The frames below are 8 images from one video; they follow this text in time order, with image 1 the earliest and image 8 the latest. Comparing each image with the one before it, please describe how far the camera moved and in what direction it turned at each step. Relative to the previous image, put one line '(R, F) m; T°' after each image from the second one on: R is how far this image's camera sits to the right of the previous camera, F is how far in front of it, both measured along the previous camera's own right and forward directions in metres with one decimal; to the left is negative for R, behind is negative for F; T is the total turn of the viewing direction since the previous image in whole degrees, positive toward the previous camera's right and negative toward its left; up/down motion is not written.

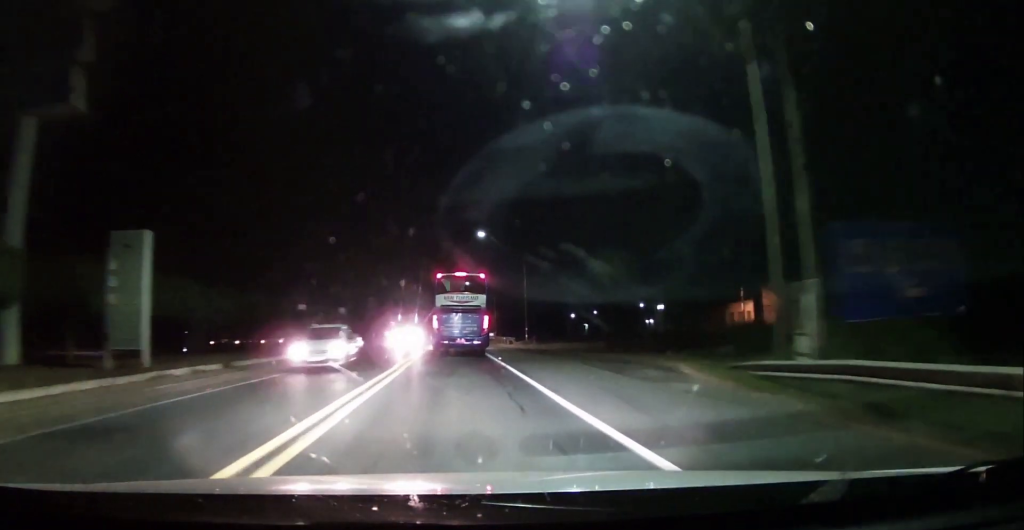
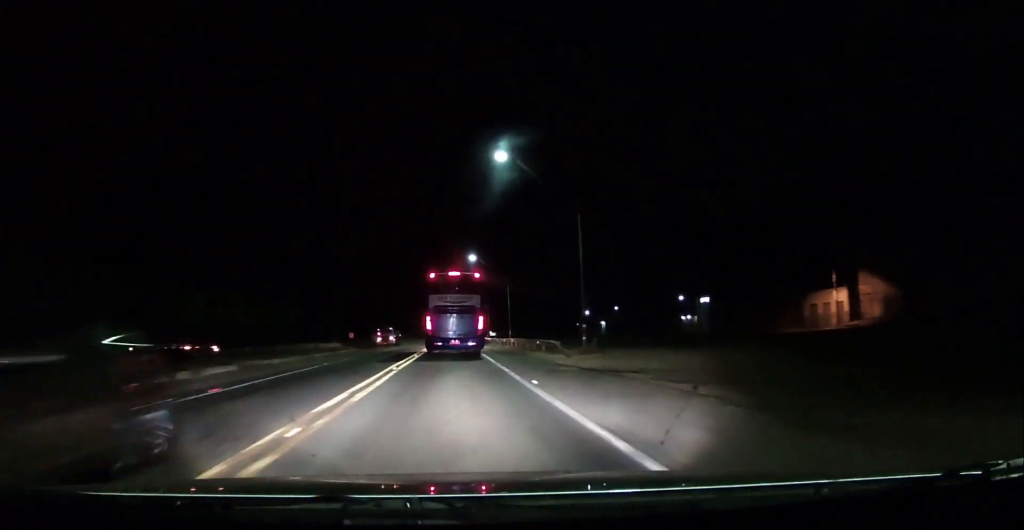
(-0.5, +26.5) m; +1°
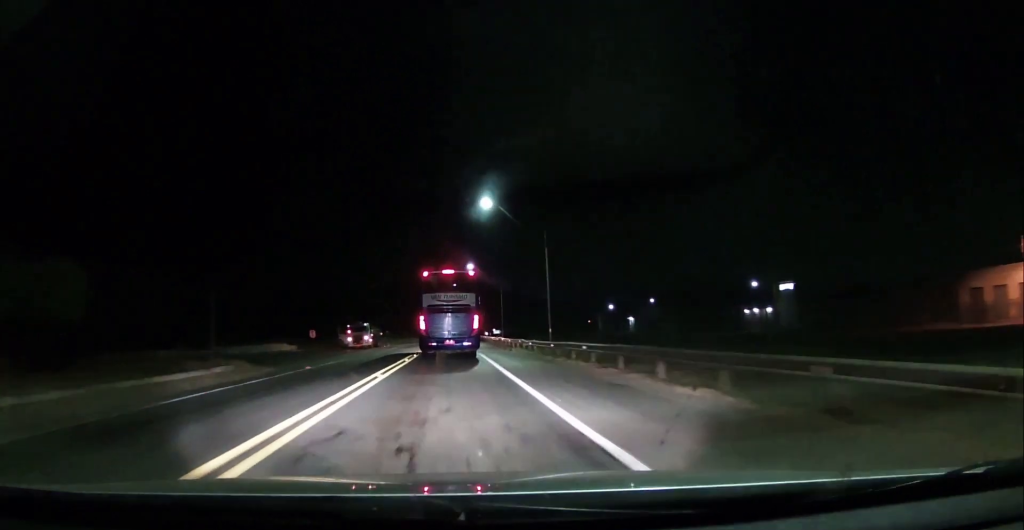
(+0.2, +30.1) m; 0°
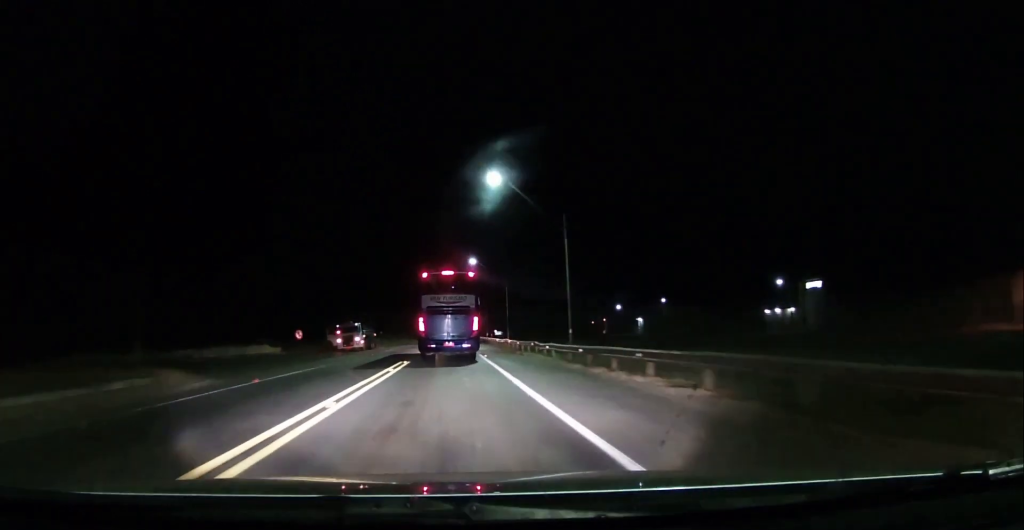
(-0.1, +7.1) m; 0°
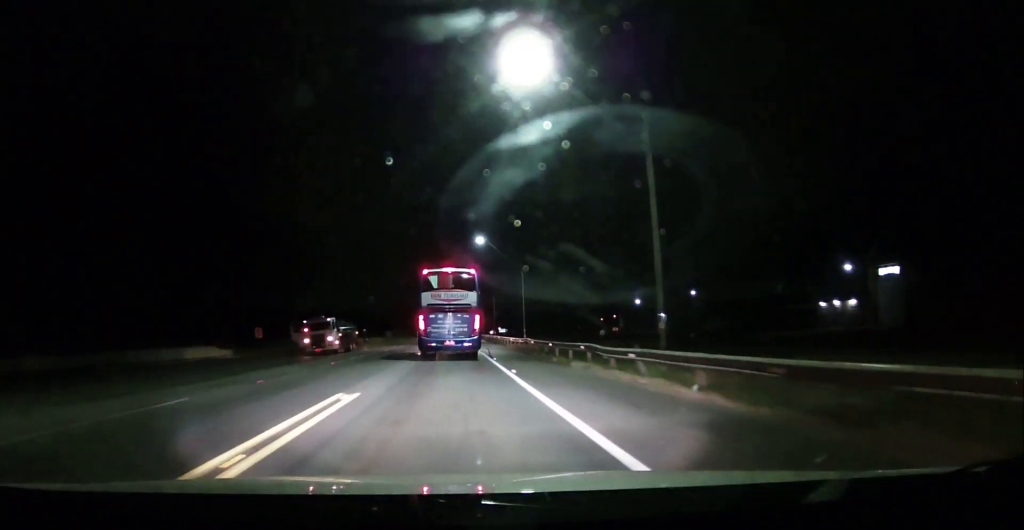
(+0.5, +15.3) m; 0°
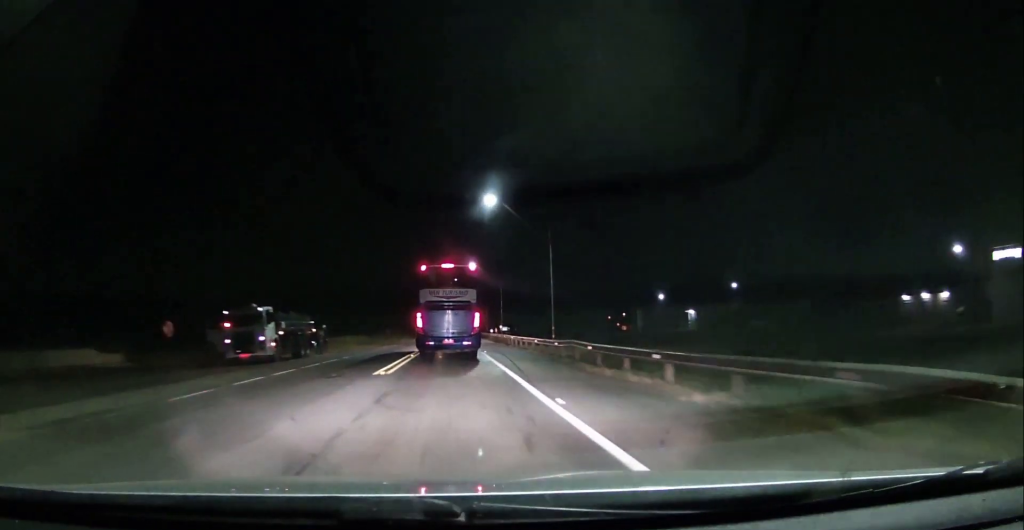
(-0.5, +17.7) m; 0°
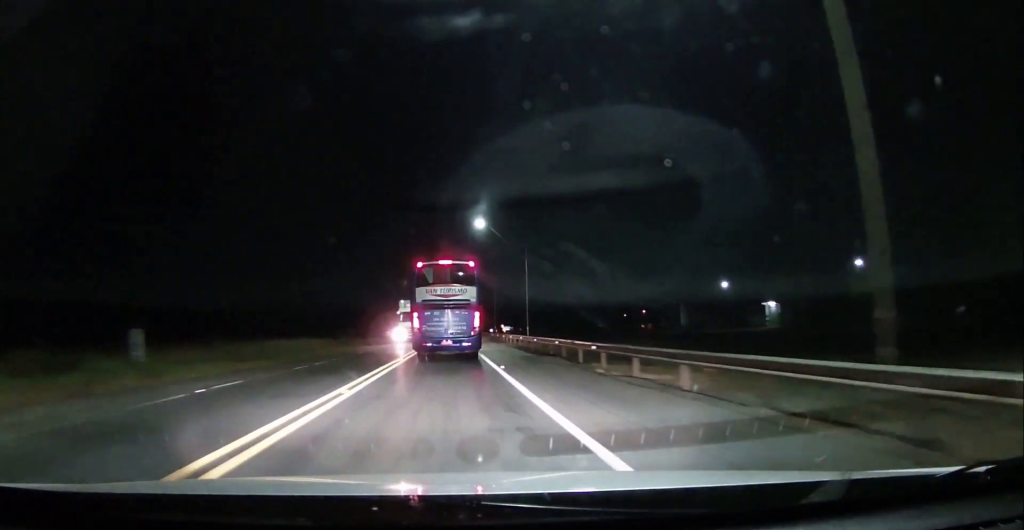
(+1.0, +33.6) m; 0°
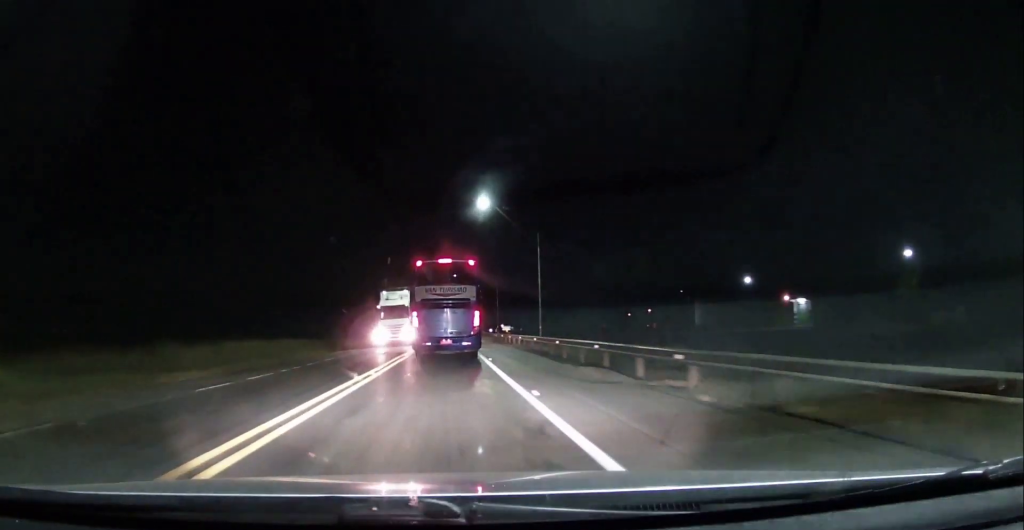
(-0.2, +8.8) m; 0°
